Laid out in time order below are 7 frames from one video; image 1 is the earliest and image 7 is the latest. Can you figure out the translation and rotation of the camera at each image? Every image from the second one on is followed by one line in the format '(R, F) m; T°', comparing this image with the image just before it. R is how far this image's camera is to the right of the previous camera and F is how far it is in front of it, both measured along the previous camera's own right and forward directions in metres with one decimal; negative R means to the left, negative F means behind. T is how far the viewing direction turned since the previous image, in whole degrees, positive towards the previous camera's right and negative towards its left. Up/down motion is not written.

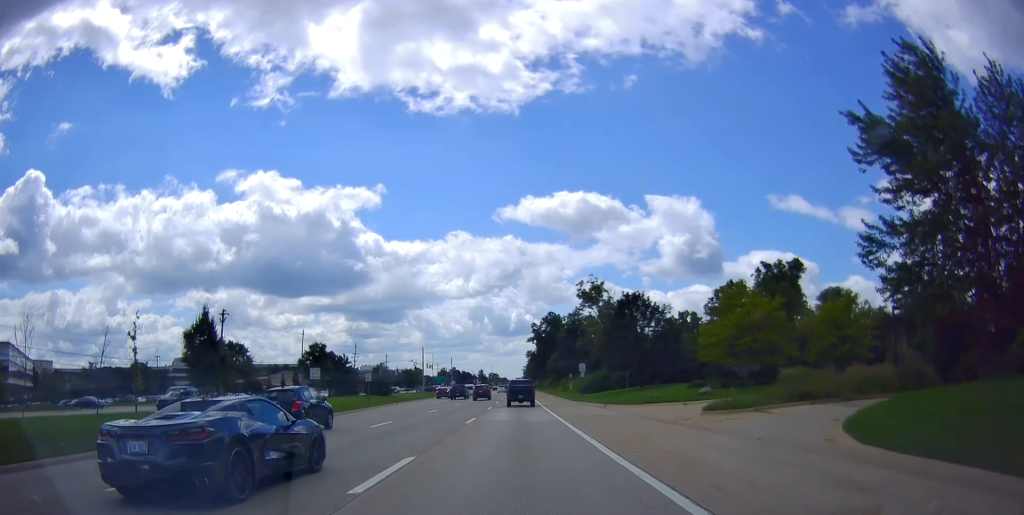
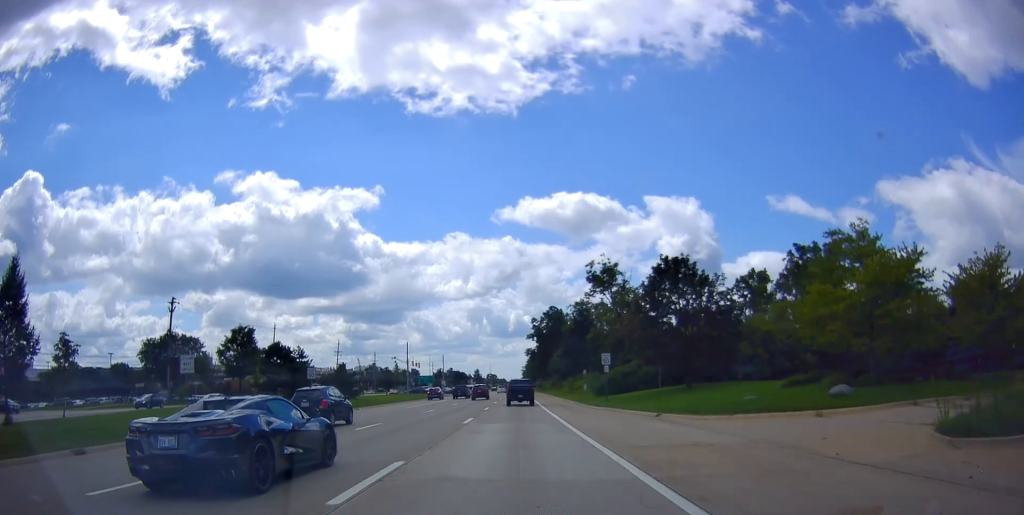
(+0.1, +16.2) m; +1°
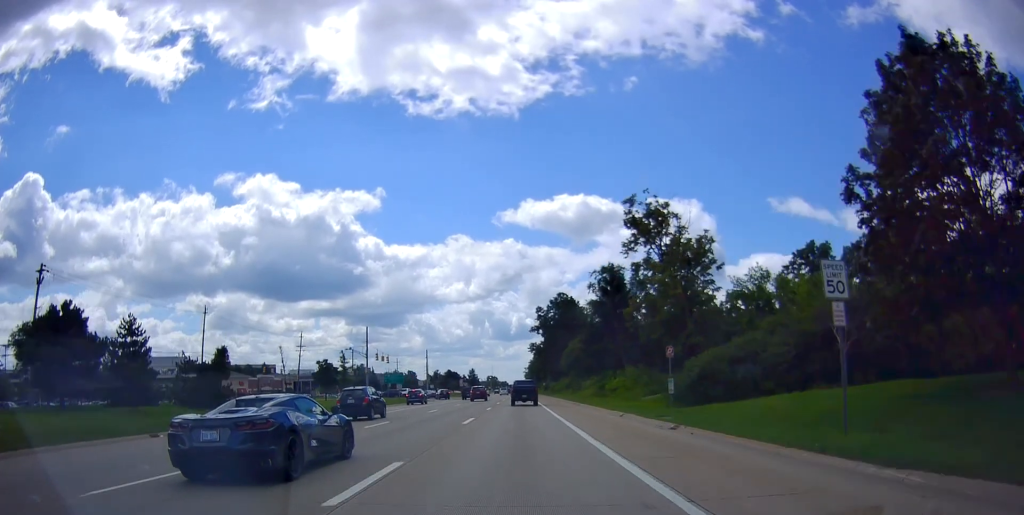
(+0.1, +30.1) m; -1°
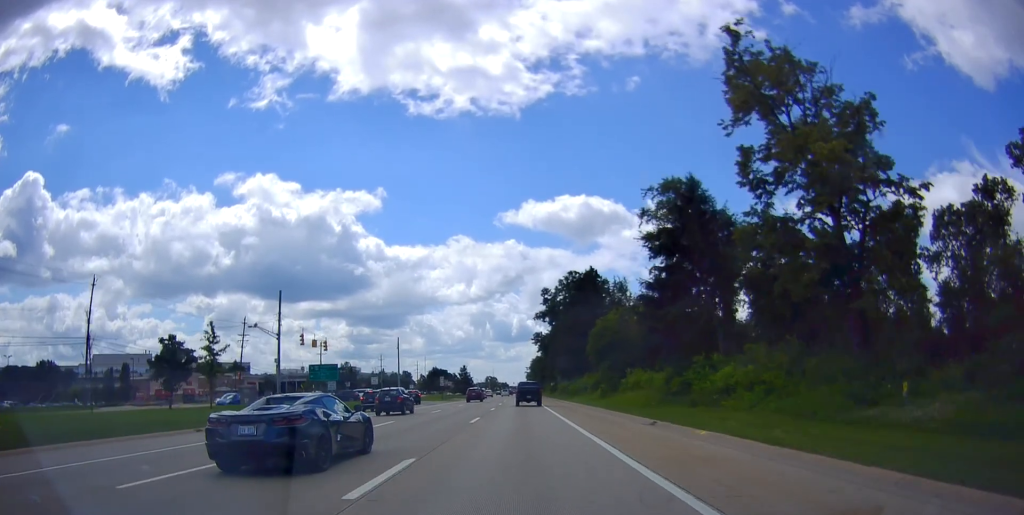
(-0.3, +29.7) m; +2°
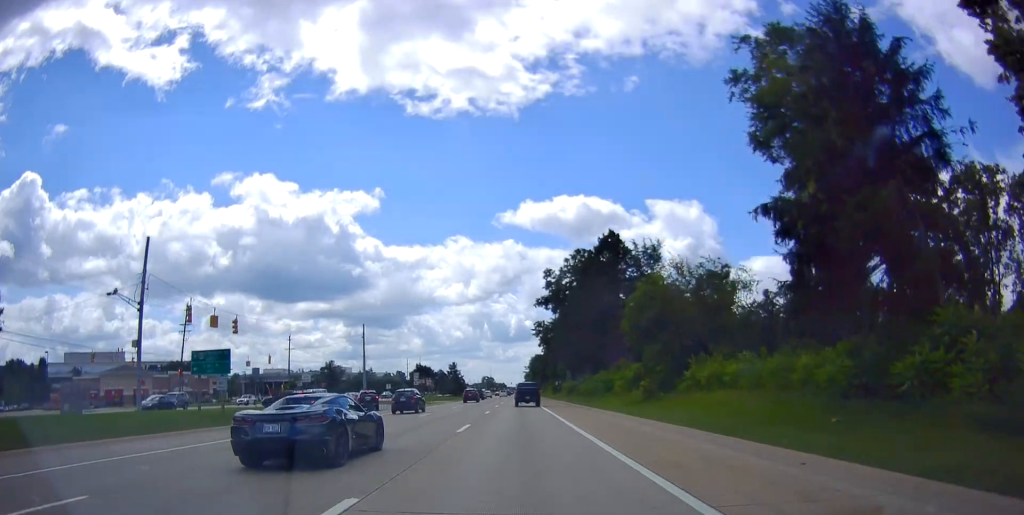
(+0.3, +19.9) m; -1°
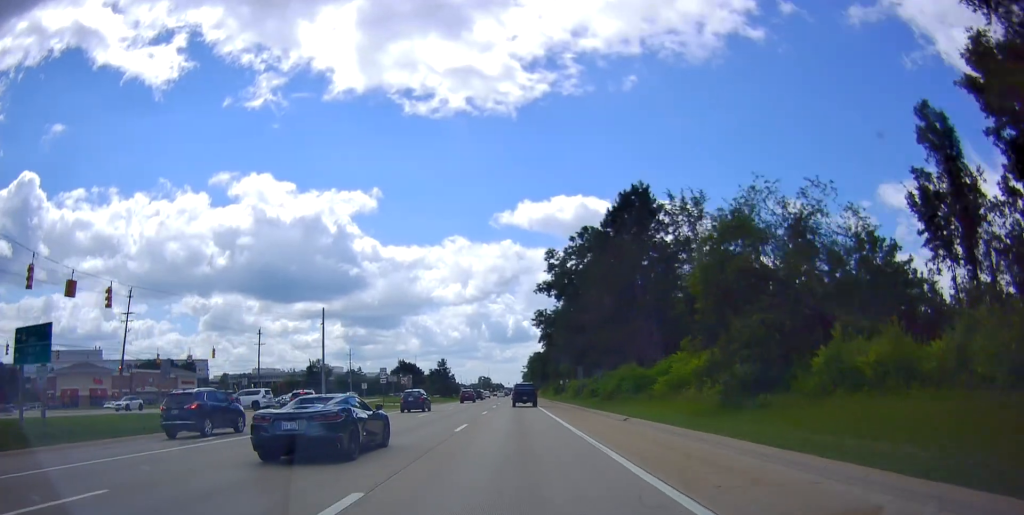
(-0.3, +14.9) m; -1°
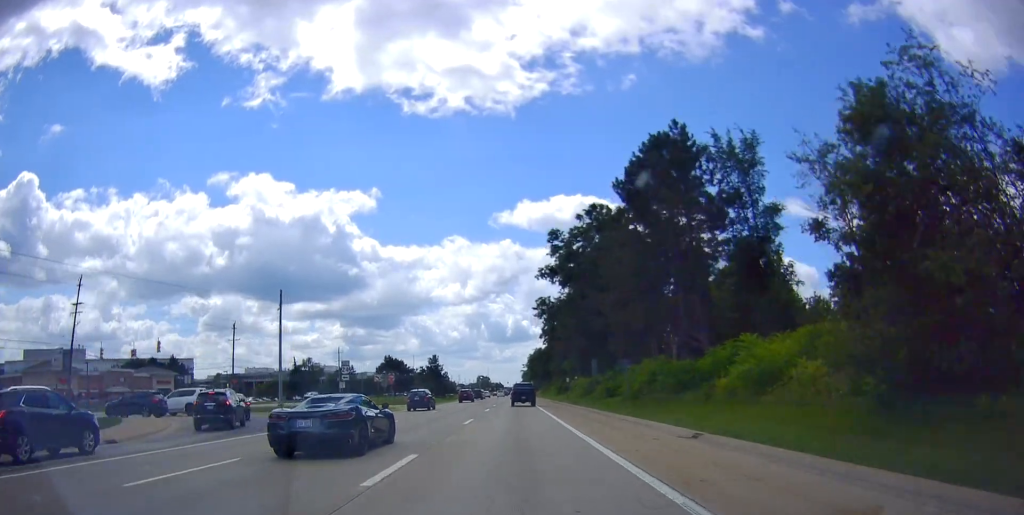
(-0.5, +11.0) m; 0°
